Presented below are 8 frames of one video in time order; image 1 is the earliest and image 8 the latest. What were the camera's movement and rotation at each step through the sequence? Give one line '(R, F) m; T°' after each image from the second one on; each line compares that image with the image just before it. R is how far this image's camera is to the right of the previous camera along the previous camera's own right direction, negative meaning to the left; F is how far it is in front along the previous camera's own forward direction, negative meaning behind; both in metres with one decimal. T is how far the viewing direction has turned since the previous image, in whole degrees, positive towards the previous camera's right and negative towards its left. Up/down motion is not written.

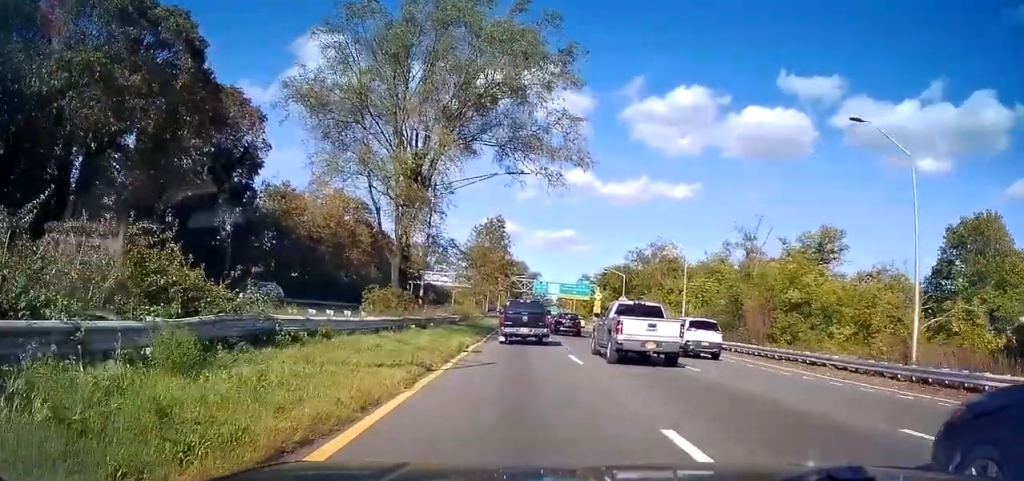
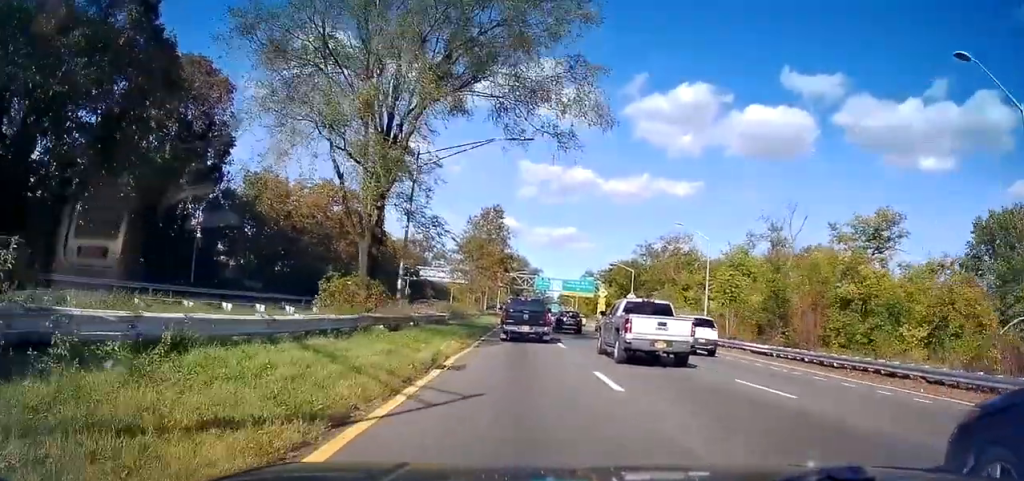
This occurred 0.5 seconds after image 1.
(0.0, +6.1) m; 0°
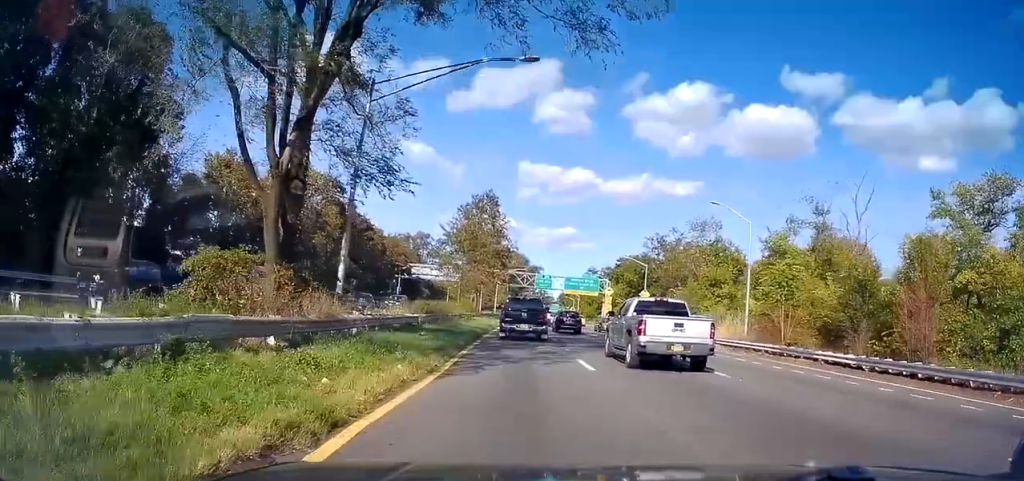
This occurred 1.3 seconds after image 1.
(0.0, +8.7) m; +1°
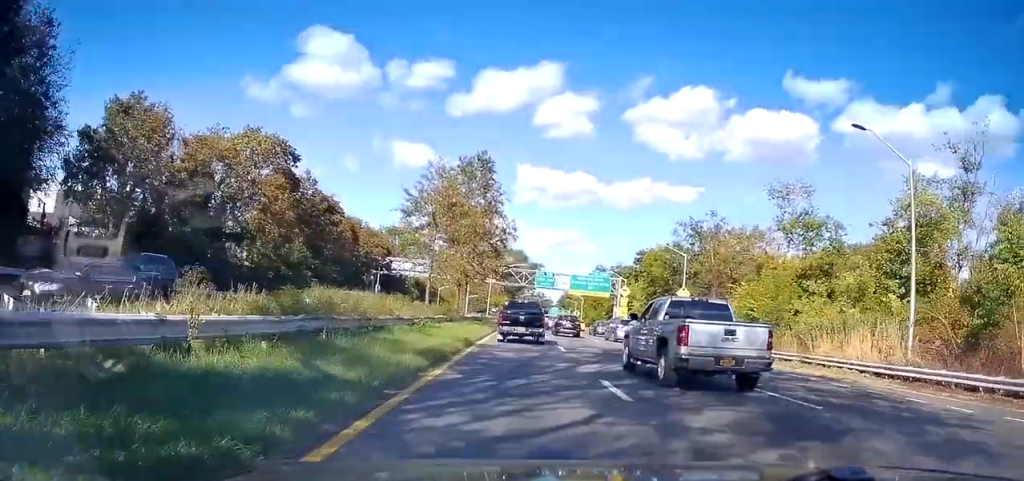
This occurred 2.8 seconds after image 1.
(-0.4, +17.1) m; -3°
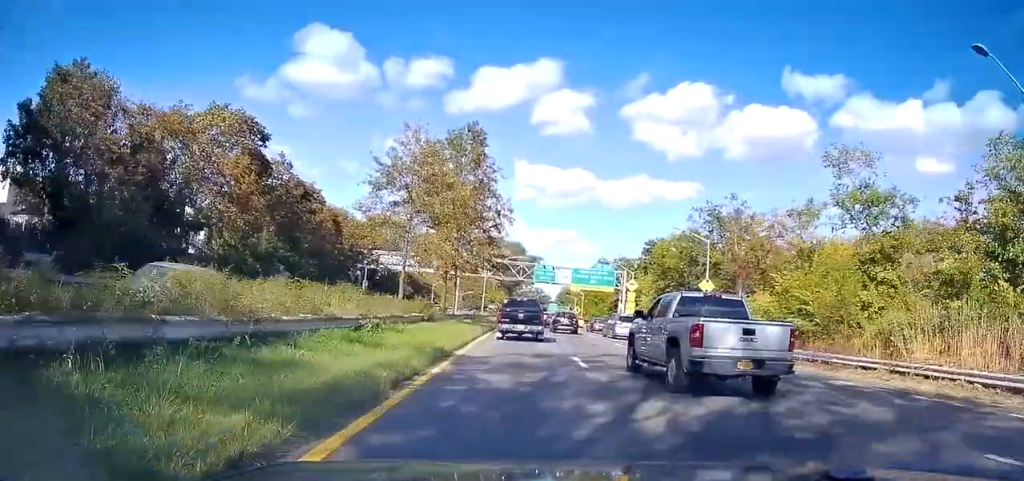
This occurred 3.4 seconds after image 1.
(-0.4, +7.2) m; 0°
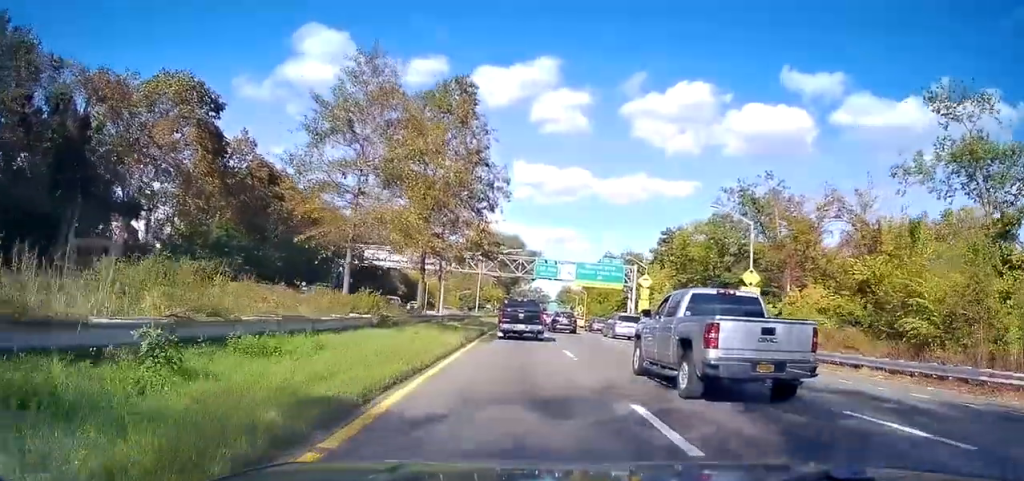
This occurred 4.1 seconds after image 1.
(+0.8, +9.1) m; +1°
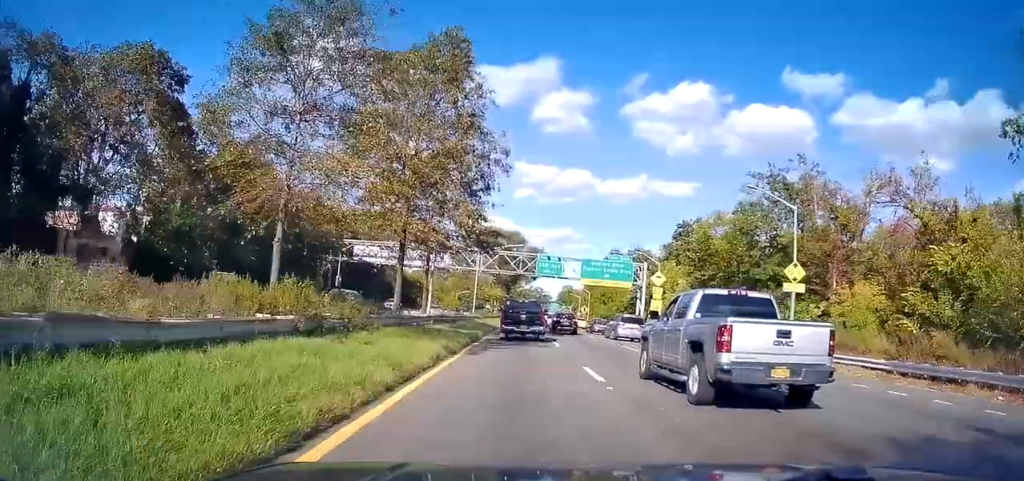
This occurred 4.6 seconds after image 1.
(0.0, +6.1) m; 0°
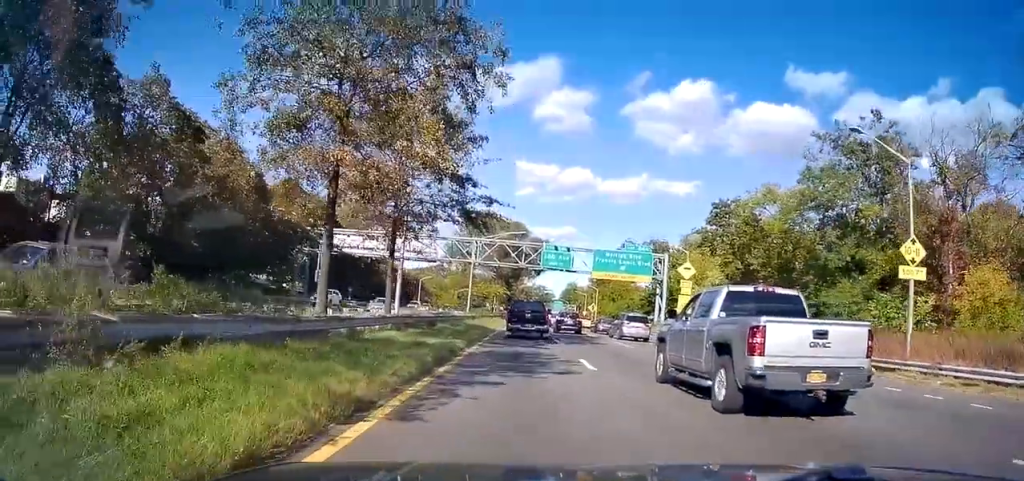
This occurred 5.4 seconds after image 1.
(-0.4, +10.3) m; -1°
